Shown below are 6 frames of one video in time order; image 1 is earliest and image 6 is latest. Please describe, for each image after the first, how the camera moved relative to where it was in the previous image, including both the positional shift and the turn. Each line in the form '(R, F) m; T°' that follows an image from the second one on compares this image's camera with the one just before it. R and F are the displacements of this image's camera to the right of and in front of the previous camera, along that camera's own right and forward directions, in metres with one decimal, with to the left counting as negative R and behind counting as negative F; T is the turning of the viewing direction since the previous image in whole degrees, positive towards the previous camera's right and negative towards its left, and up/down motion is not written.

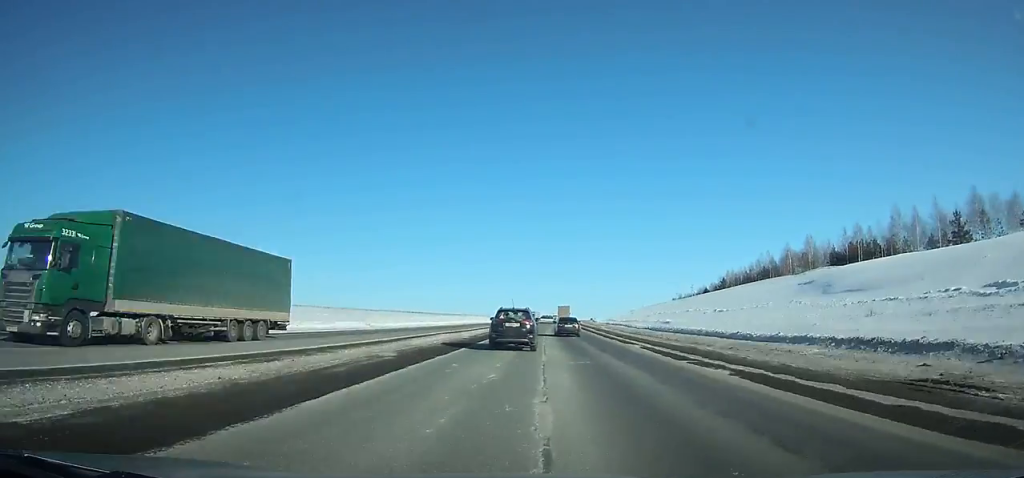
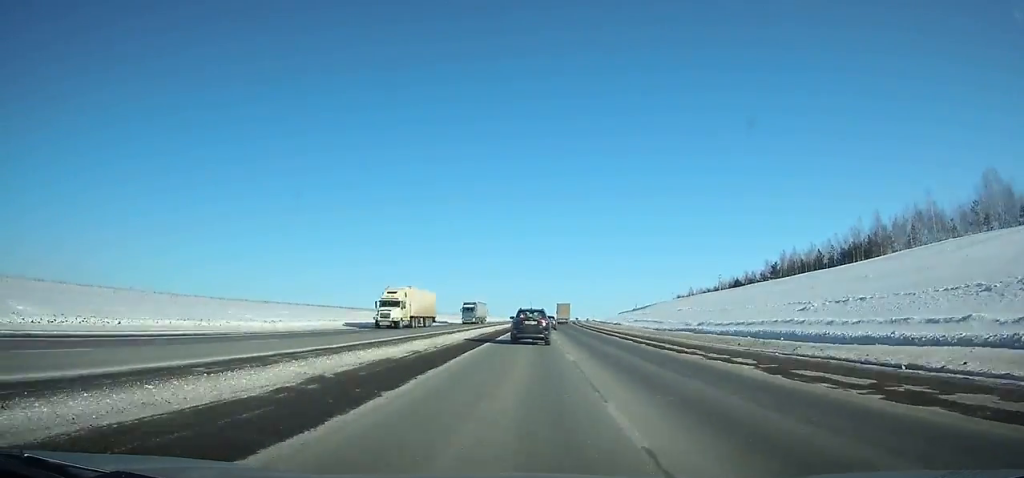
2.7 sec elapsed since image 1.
(+0.2, +70.3) m; +1°
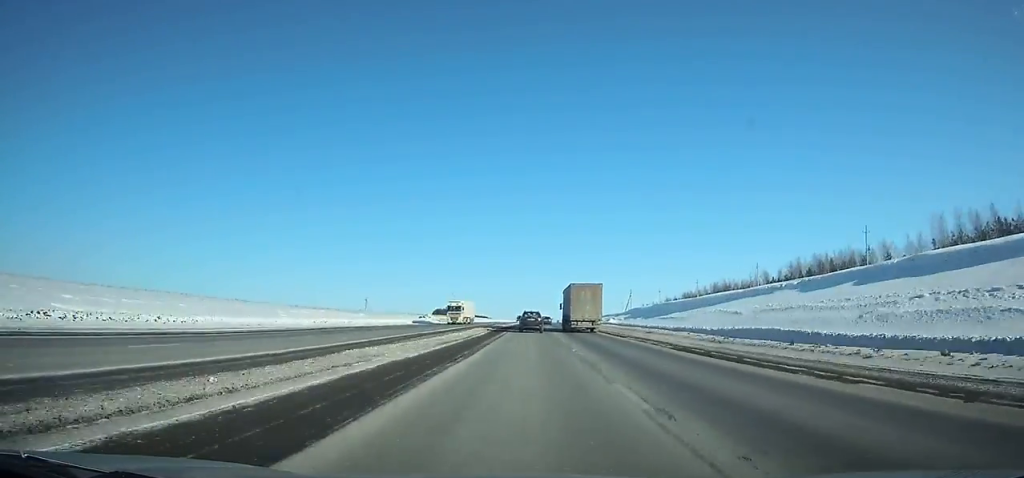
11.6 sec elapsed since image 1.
(+15.0, +244.2) m; +6°
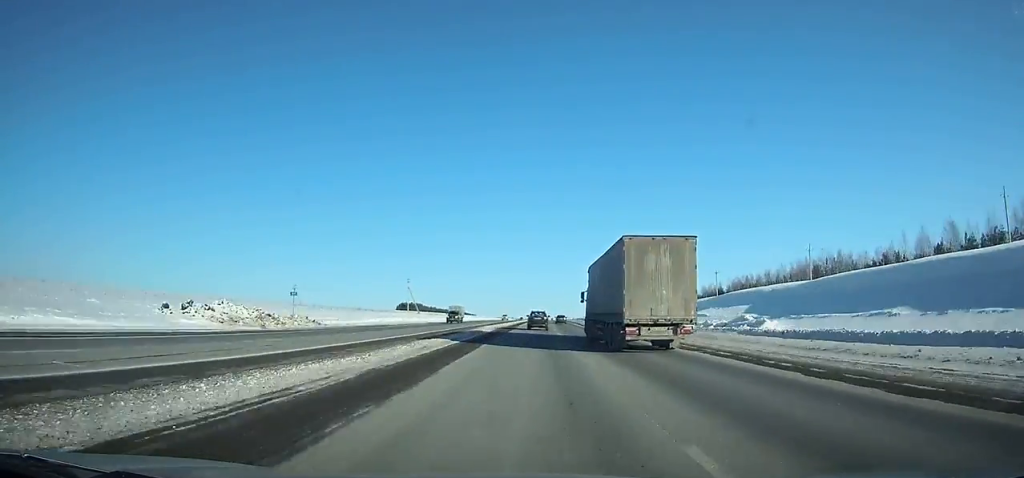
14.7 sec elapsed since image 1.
(+1.3, +85.0) m; +2°
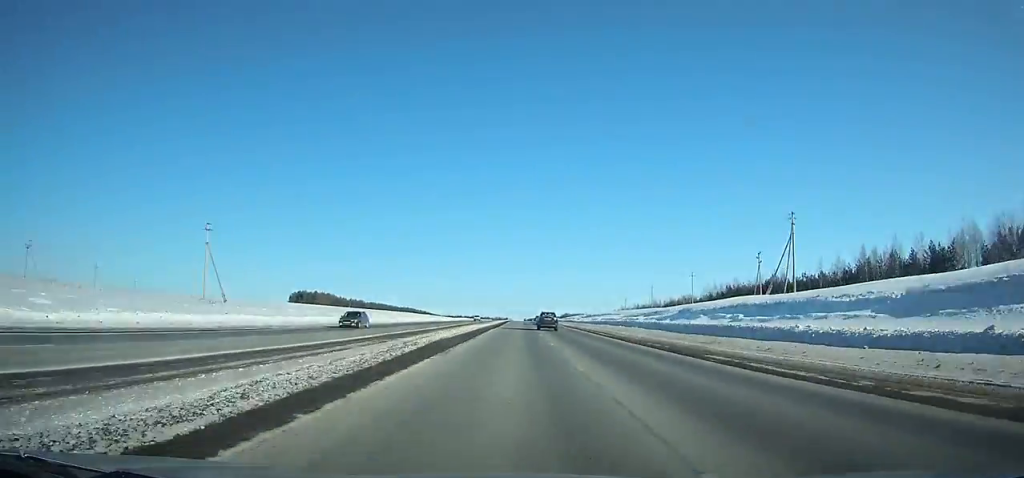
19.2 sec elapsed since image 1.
(+2.9, +130.5) m; +2°
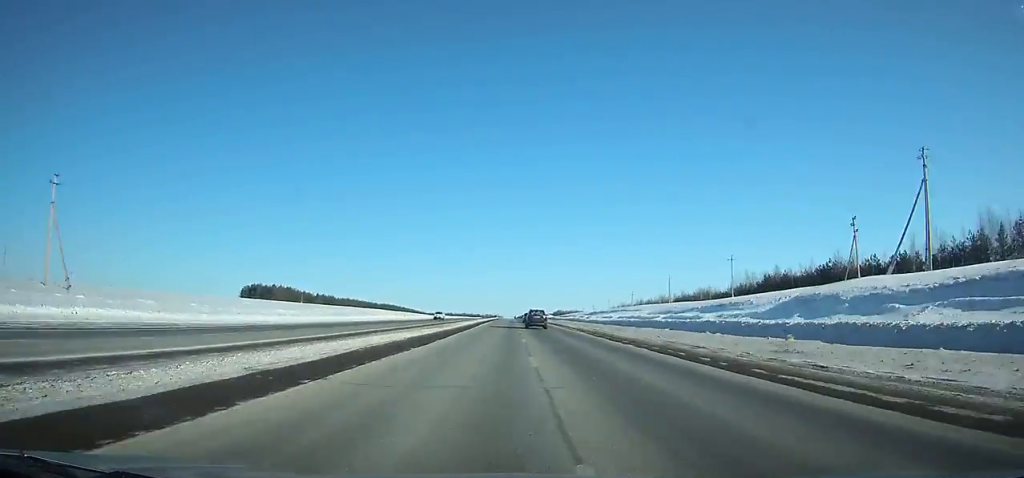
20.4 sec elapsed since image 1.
(0.0, +35.5) m; 0°
